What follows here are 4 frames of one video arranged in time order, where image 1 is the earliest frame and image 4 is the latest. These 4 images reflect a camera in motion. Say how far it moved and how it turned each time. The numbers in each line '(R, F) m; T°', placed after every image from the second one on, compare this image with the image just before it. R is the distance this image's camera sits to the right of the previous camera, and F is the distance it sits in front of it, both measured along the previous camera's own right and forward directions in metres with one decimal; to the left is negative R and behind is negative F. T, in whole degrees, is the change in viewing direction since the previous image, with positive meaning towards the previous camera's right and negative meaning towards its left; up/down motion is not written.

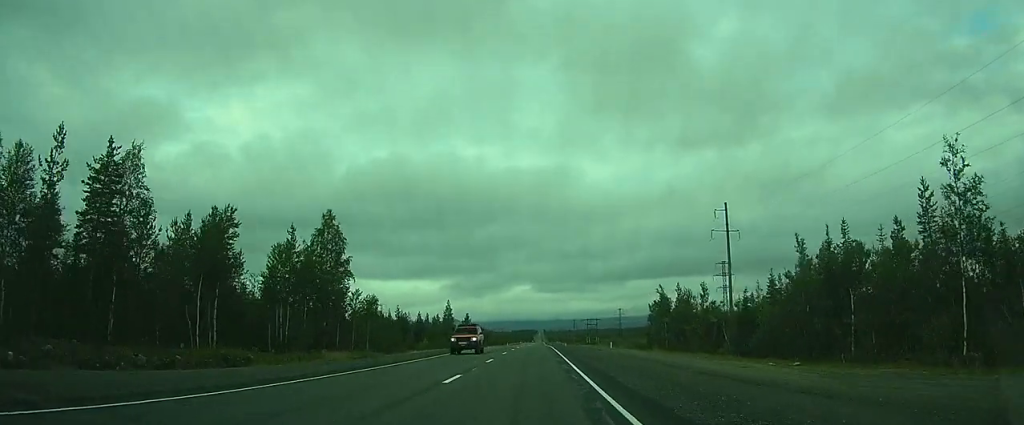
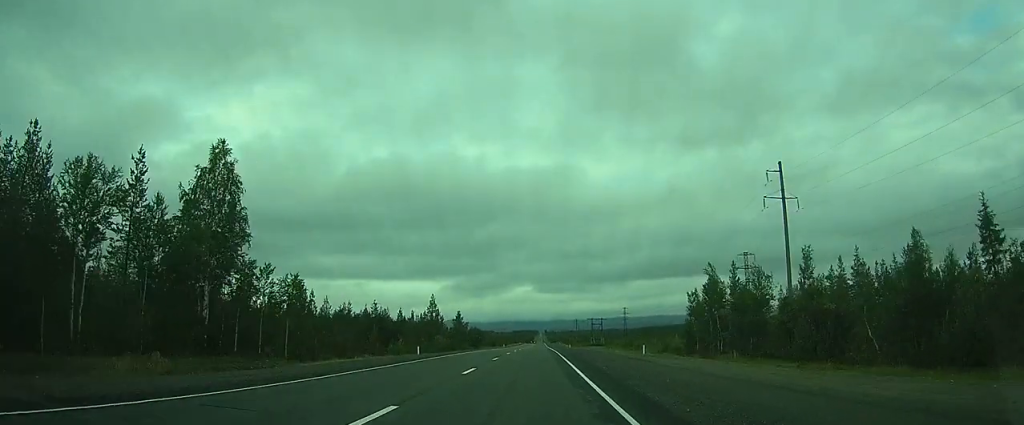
(-0.1, +19.9) m; 0°
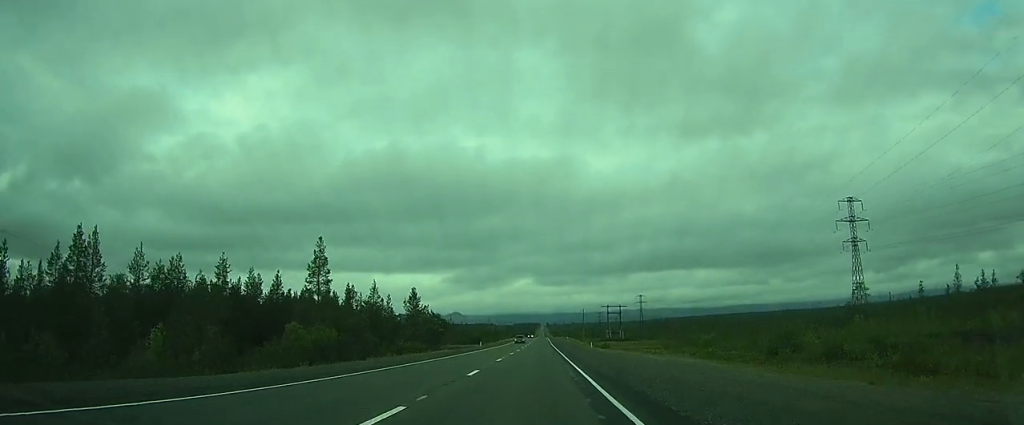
(+0.4, +58.7) m; +1°
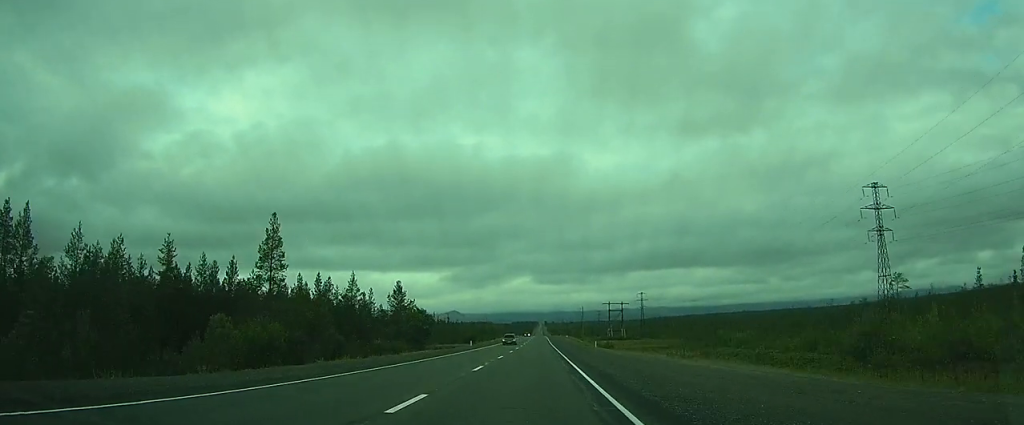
(0.0, +9.7) m; 0°
